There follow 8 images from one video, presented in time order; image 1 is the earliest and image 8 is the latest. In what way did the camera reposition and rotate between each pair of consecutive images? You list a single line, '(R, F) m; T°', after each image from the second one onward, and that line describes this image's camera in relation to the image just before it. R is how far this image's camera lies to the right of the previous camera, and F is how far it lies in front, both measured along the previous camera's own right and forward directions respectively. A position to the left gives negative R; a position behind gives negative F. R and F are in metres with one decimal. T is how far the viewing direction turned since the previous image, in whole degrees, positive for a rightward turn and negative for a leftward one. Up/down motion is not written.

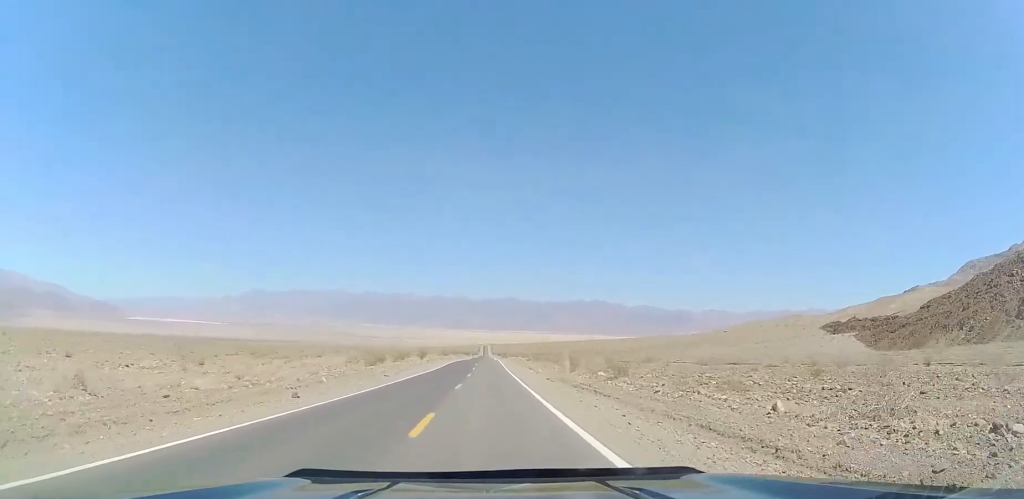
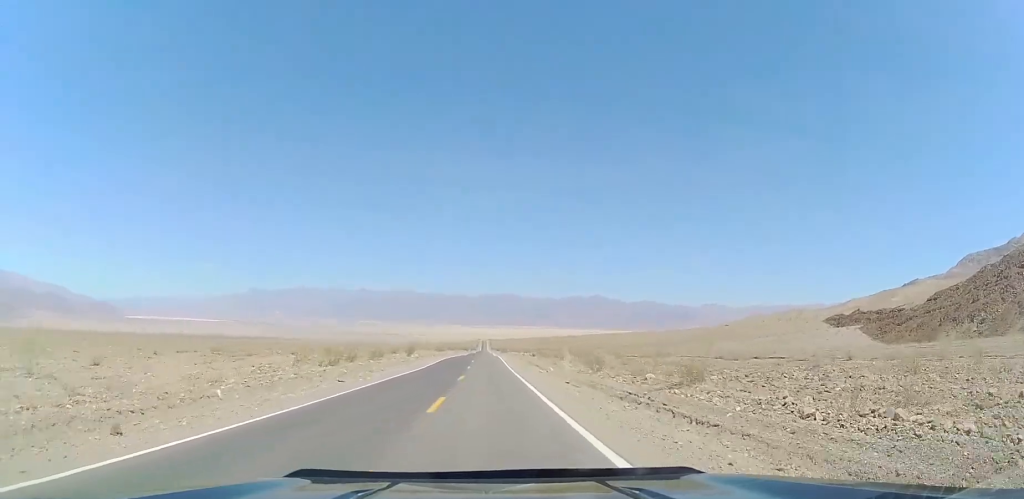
(+0.2, +10.9) m; -1°
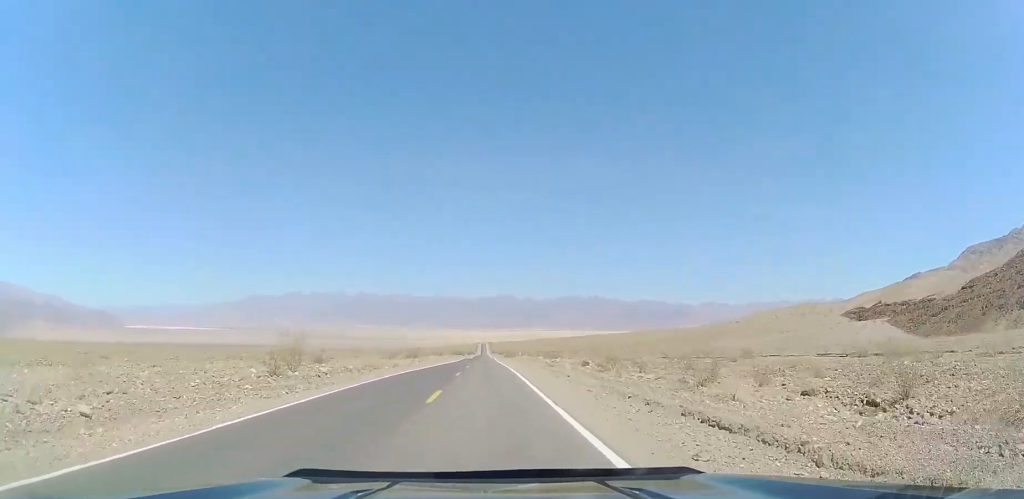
(-1.0, +42.2) m; -1°
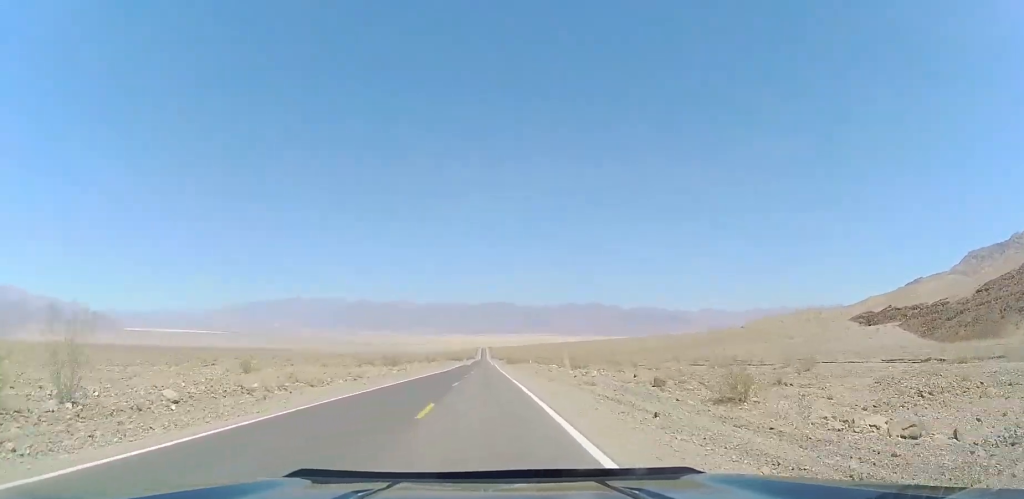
(+0.4, +16.9) m; 0°
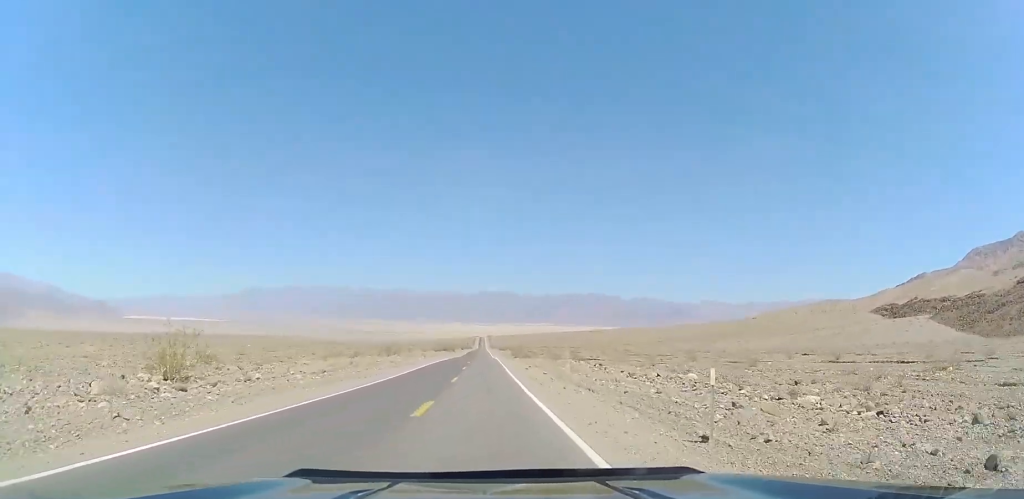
(0.0, +44.2) m; 0°
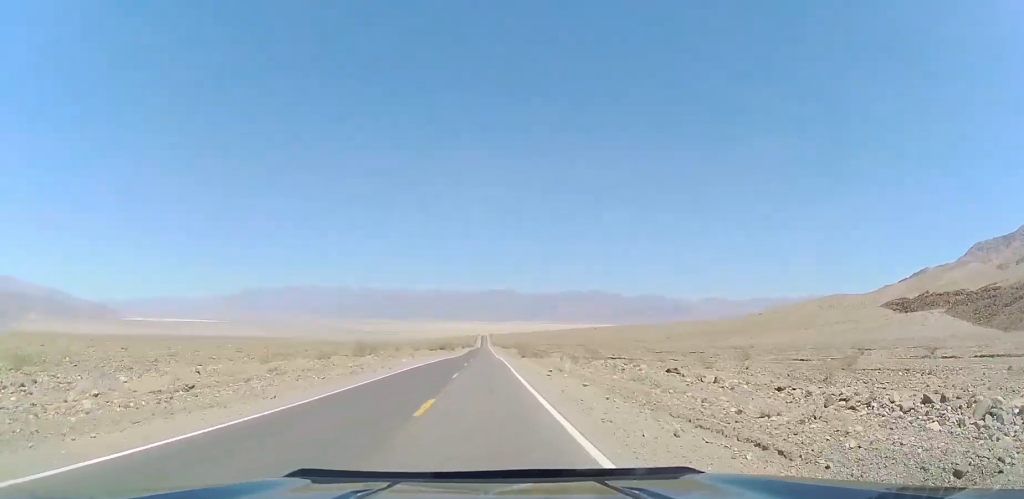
(-0.1, +15.0) m; +1°
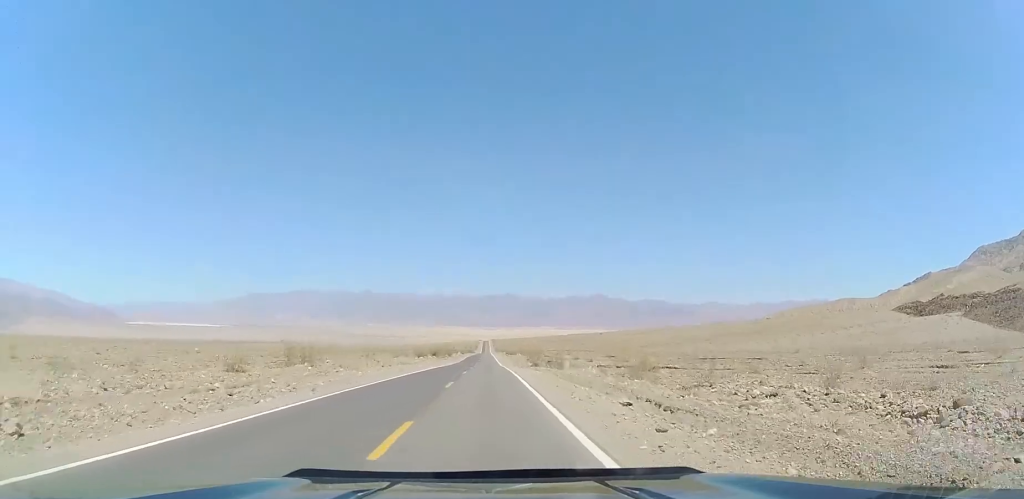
(+0.2, +19.7) m; +1°
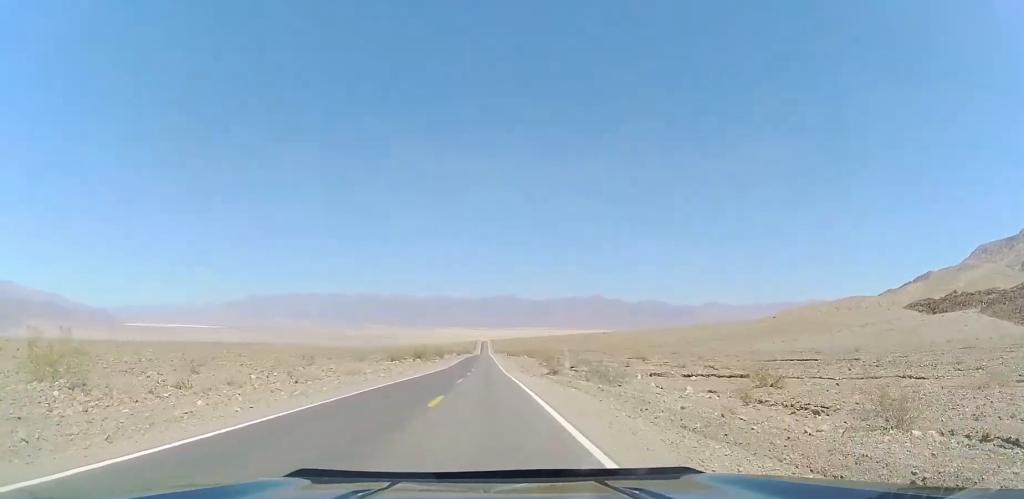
(+0.3, +20.7) m; 0°
